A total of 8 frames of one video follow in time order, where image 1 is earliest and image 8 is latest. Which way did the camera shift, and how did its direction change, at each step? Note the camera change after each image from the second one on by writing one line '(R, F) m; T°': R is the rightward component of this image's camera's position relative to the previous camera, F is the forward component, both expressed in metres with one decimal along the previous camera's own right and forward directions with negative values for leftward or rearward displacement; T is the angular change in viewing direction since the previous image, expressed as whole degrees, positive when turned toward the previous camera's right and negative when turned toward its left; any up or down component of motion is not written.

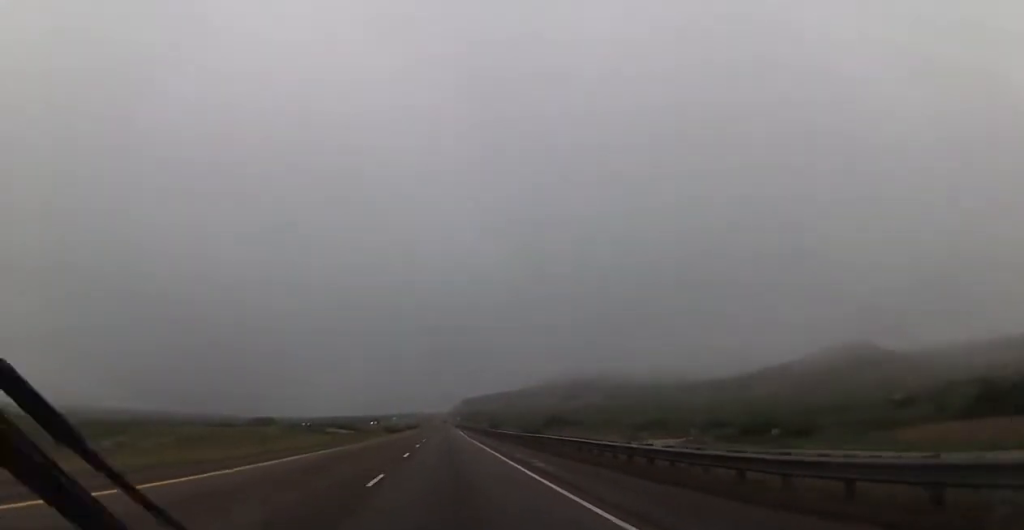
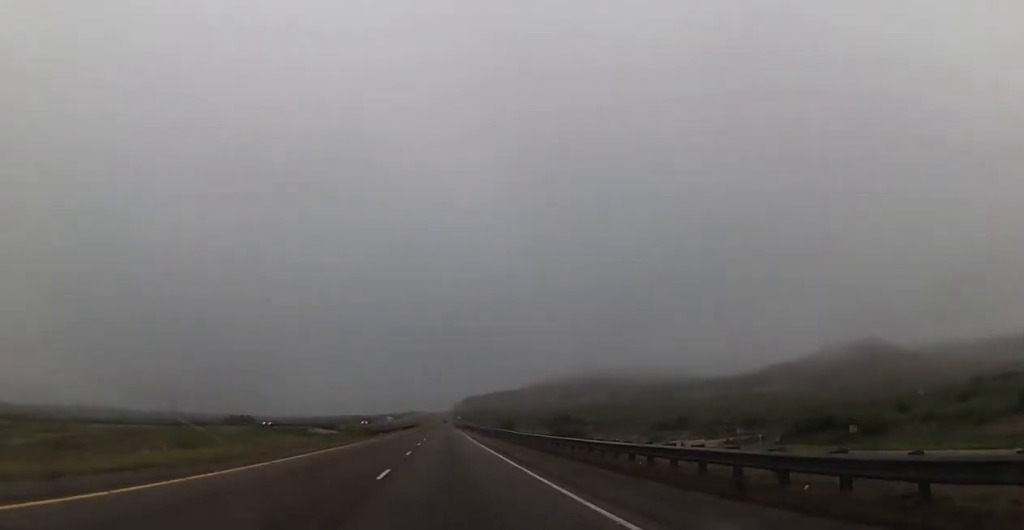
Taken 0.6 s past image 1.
(0.0, +22.7) m; 0°
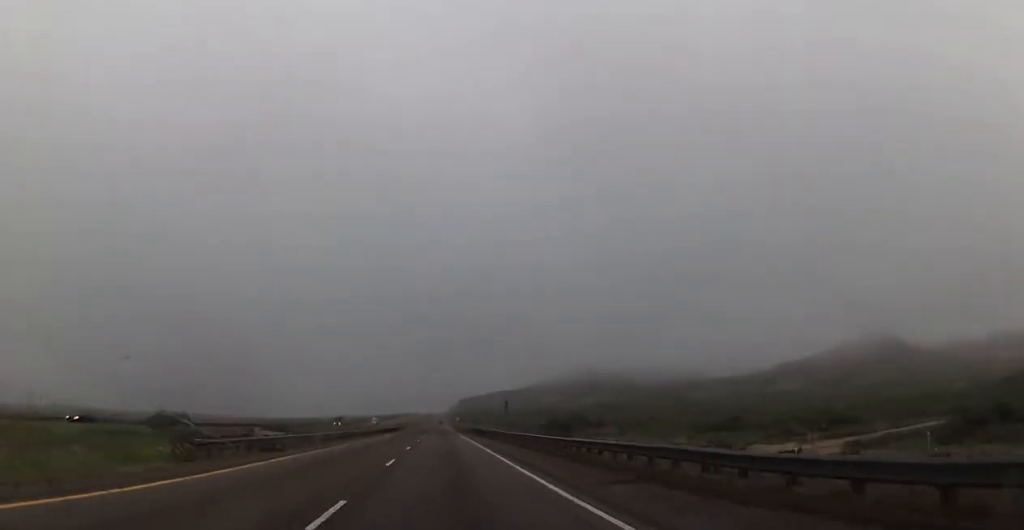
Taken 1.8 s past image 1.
(+0.3, +44.2) m; +1°
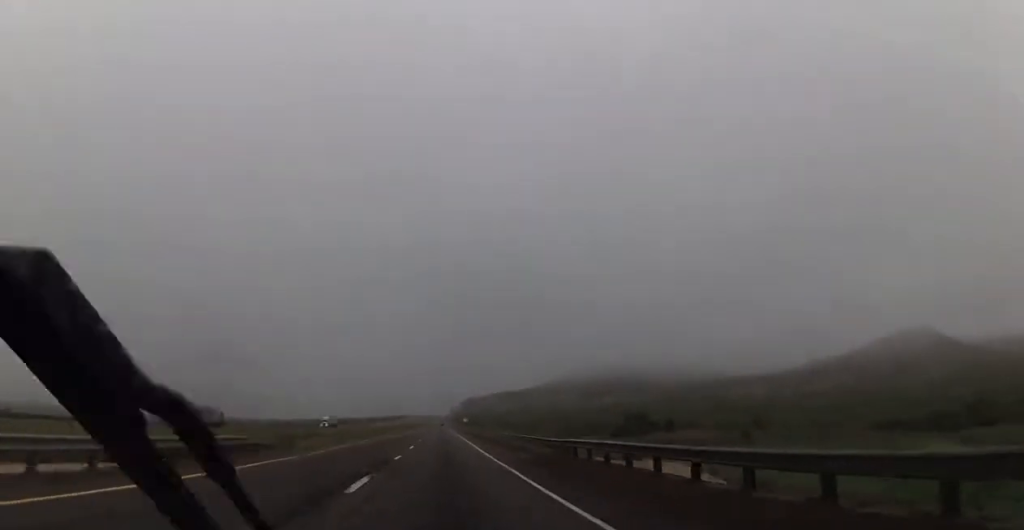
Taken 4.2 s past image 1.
(-0.6, +92.3) m; 0°
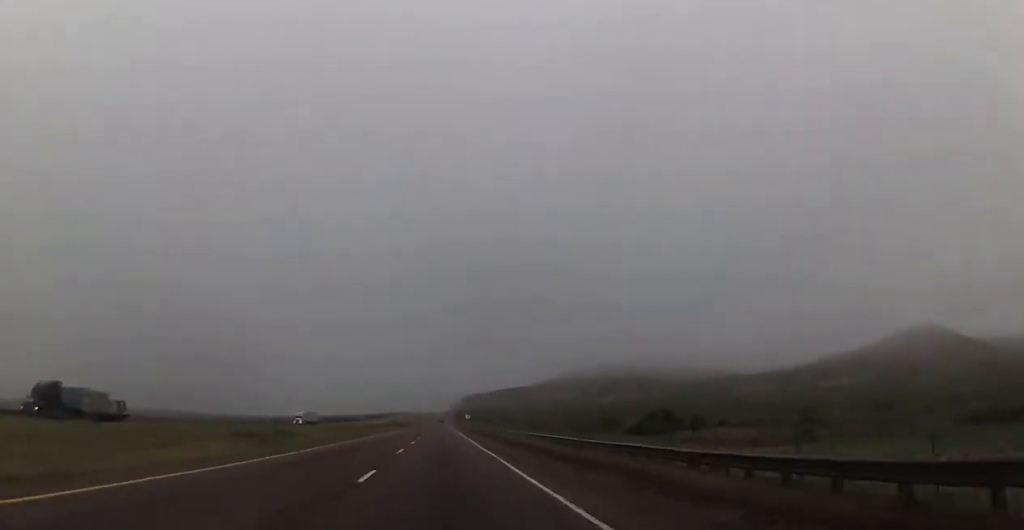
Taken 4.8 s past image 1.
(+0.2, +22.8) m; 0°
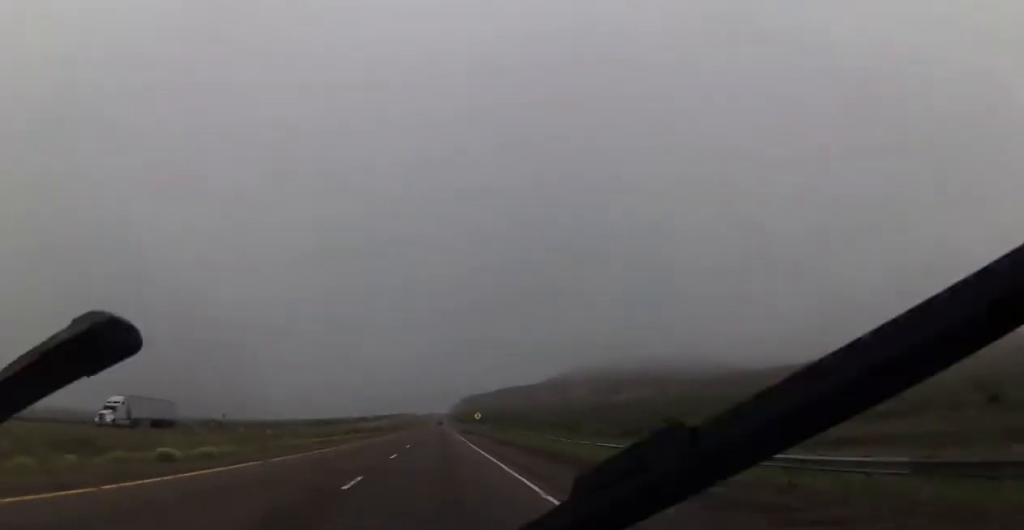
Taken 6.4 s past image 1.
(-0.3, +62.0) m; -1°
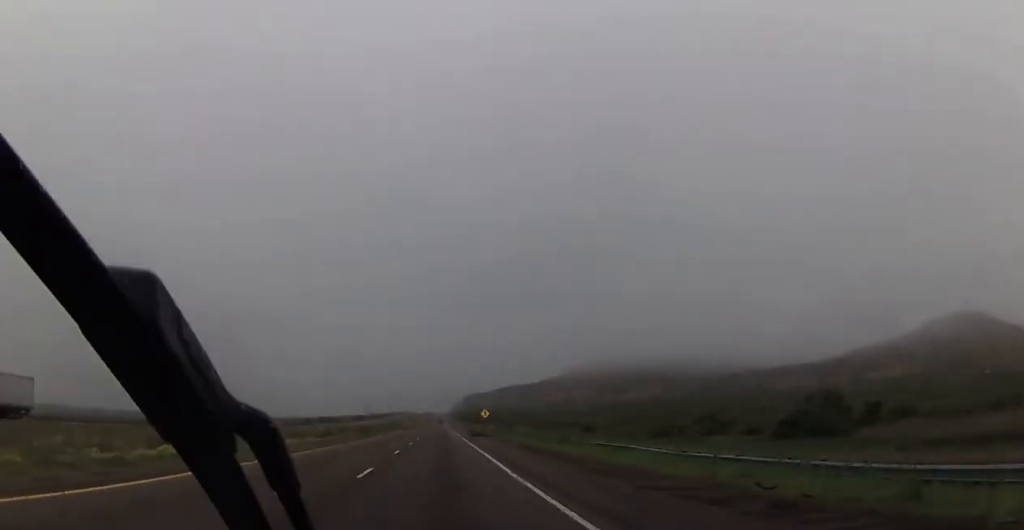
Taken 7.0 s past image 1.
(0.0, +21.5) m; 0°
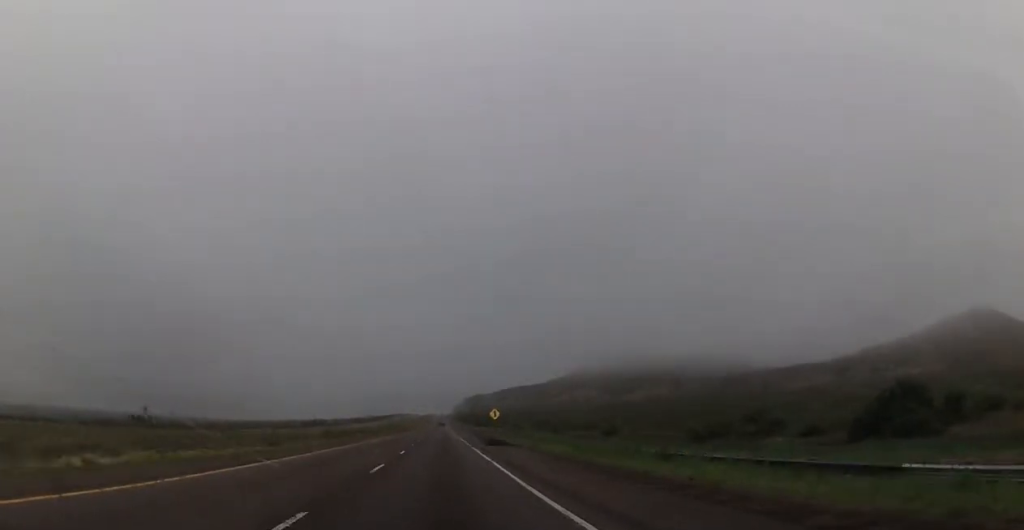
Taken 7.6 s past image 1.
(0.0, +21.5) m; 0°
